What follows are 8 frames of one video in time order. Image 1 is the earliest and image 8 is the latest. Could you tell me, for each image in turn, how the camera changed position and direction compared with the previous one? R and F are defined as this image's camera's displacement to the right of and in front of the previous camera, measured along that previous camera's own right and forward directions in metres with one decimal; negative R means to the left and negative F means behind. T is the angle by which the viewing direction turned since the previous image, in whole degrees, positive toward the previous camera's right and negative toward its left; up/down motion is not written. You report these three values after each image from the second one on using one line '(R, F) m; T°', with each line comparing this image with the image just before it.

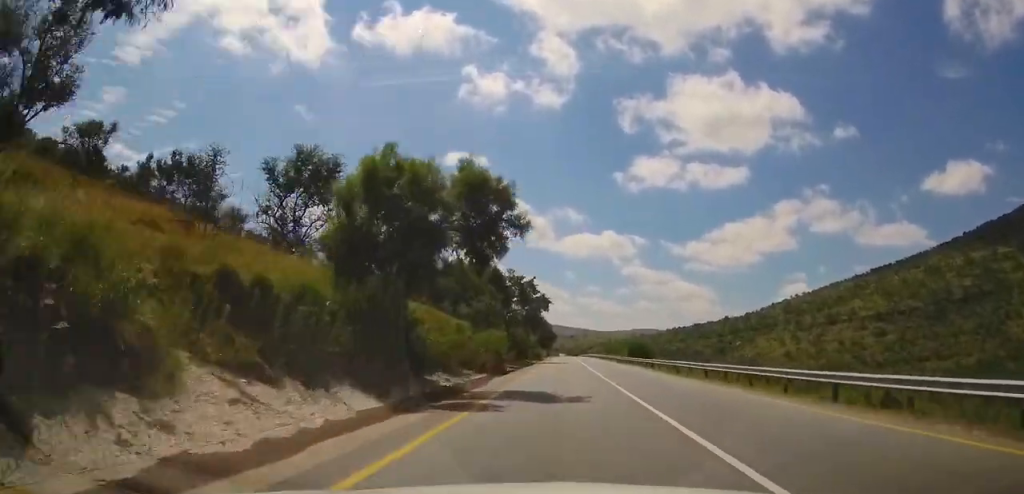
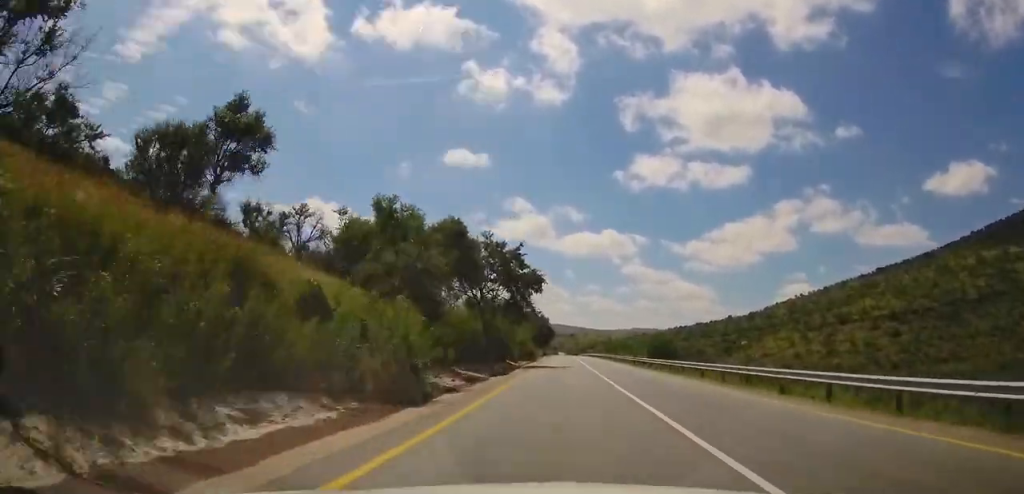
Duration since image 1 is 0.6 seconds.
(+0.2, +18.4) m; 0°
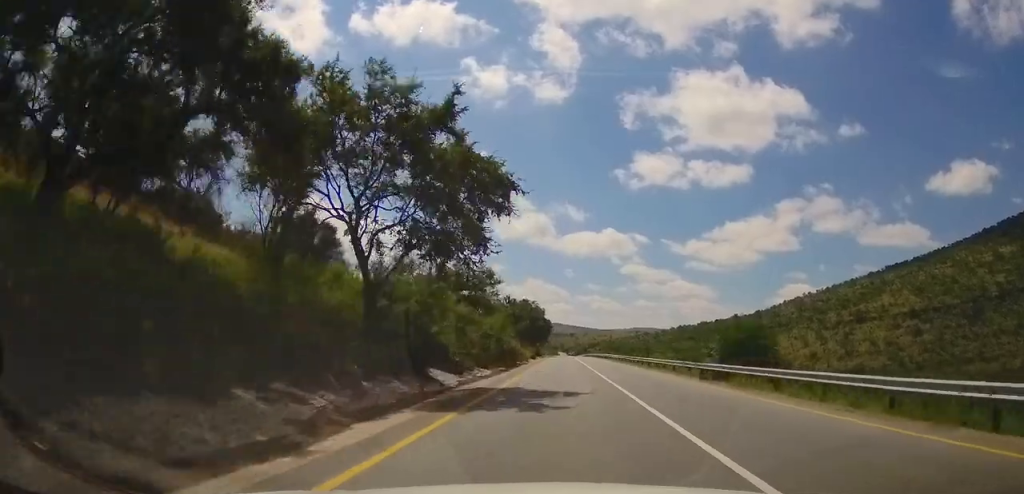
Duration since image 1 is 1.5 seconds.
(0.0, +26.1) m; -1°
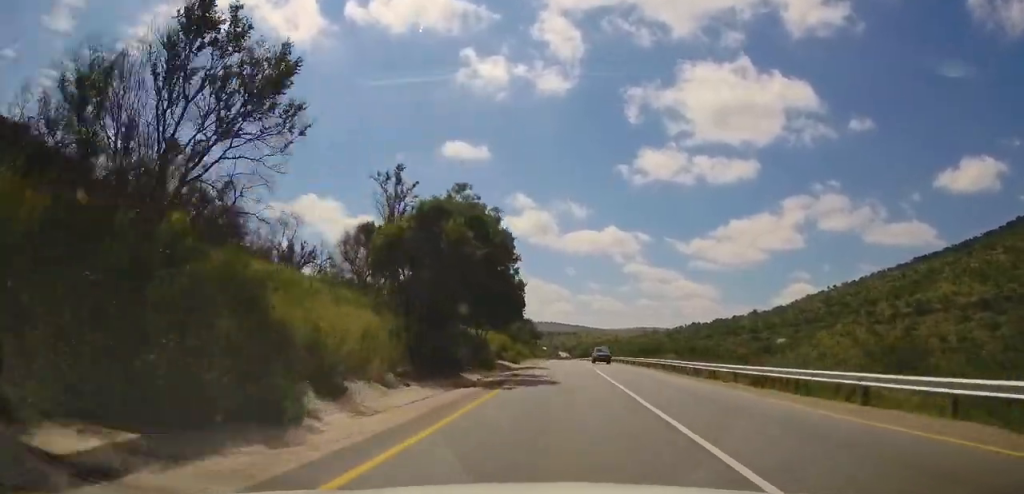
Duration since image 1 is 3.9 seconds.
(-0.3, +70.1) m; -1°
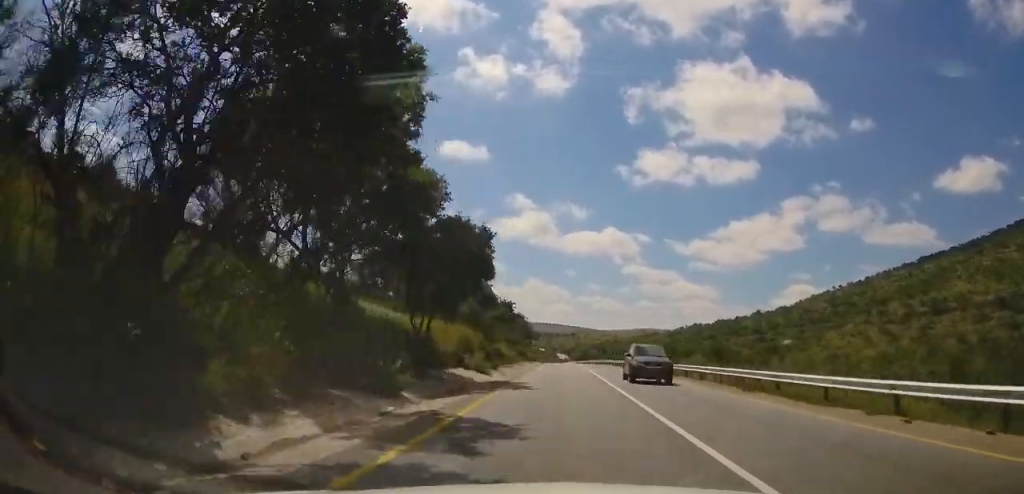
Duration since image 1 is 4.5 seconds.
(-0.3, +16.6) m; 0°
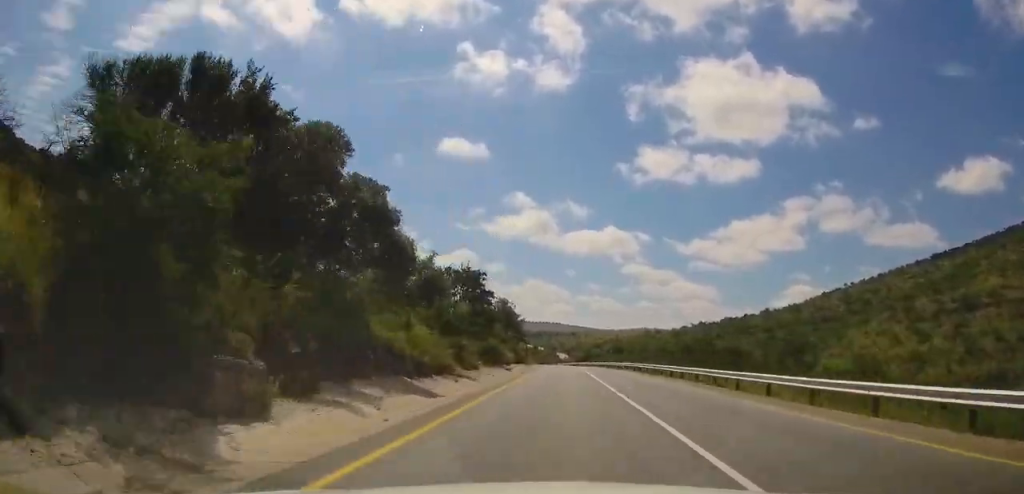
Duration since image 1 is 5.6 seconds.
(+0.3, +29.5) m; 0°
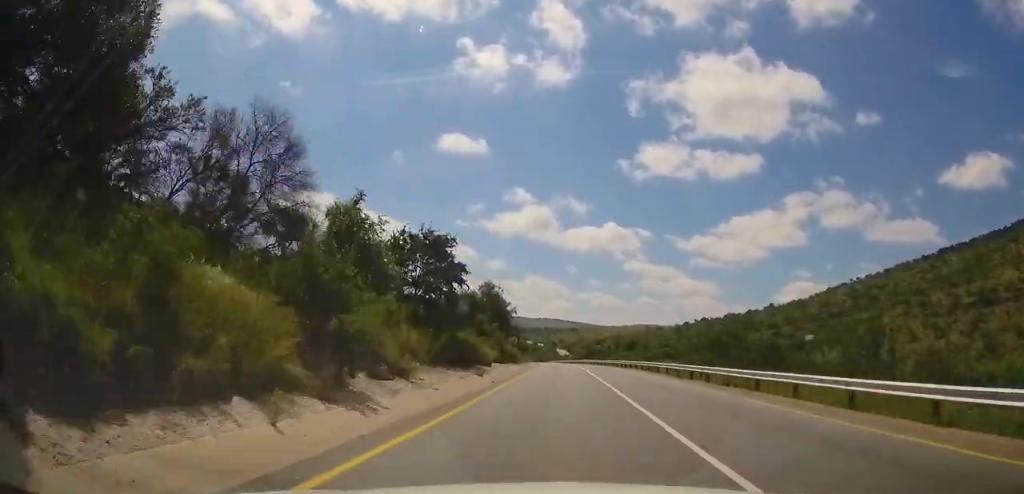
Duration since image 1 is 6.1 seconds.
(-0.1, +13.9) m; 0°
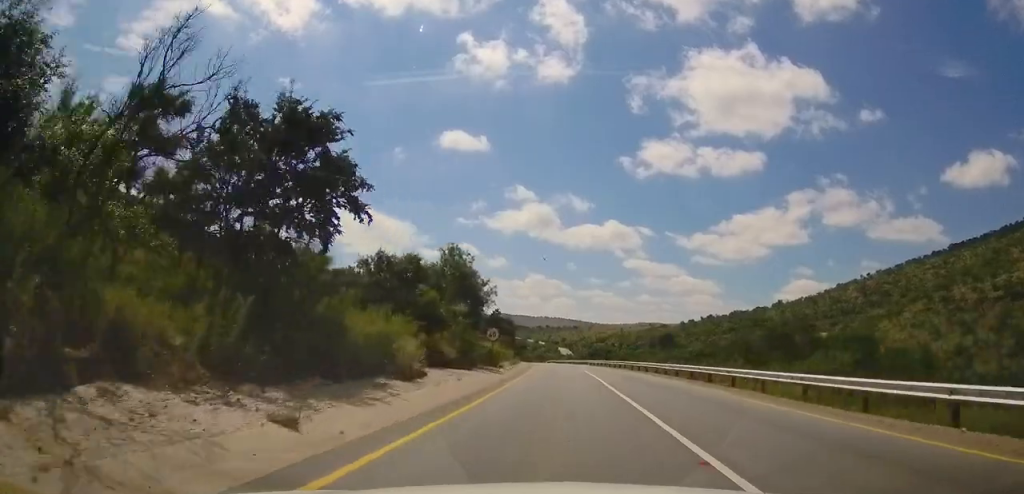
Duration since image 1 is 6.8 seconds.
(-0.1, +19.5) m; 0°
